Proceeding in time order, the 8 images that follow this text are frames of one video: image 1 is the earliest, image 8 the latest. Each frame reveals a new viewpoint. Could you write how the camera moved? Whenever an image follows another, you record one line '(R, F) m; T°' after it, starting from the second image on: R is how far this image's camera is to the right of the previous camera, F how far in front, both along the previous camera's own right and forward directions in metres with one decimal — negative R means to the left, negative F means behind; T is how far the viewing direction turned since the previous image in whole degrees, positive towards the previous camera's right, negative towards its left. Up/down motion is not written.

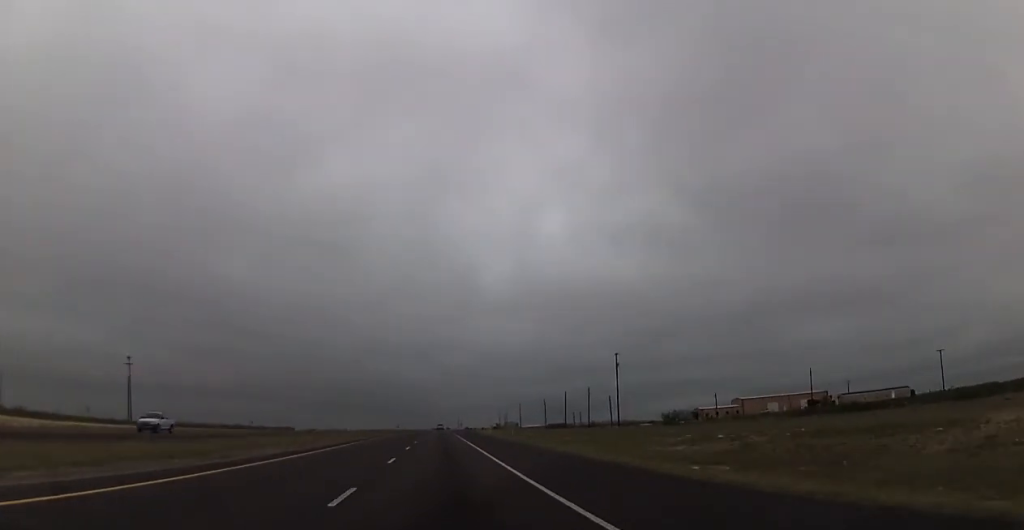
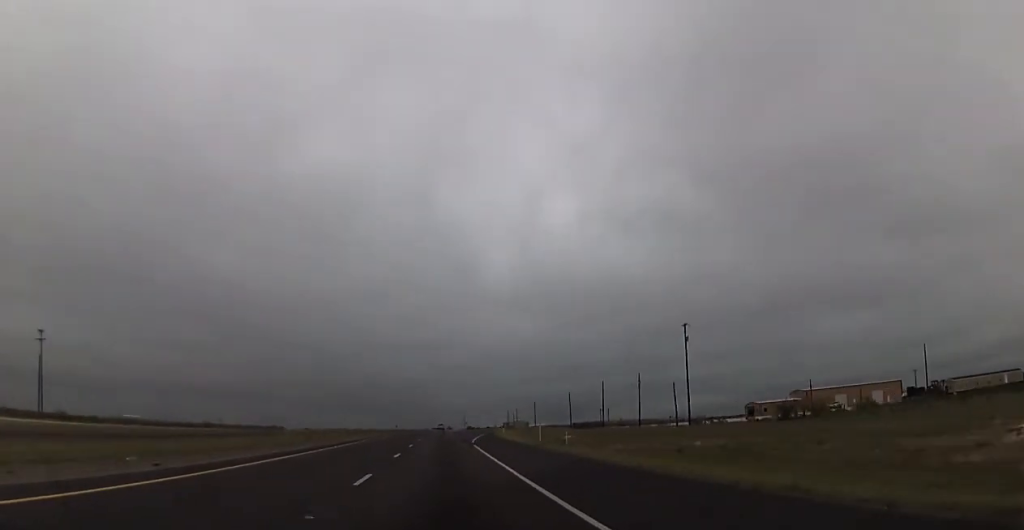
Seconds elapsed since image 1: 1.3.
(+0.1, +44.9) m; 0°
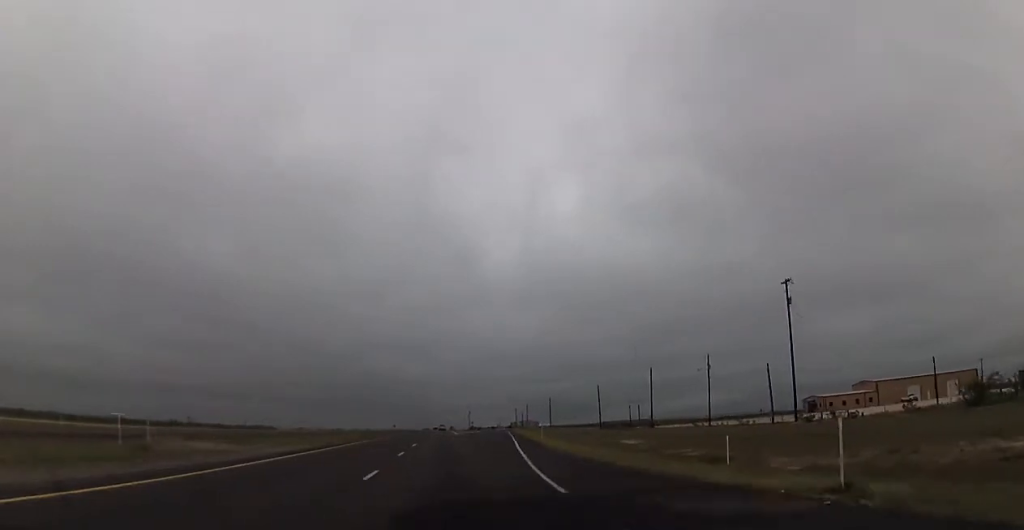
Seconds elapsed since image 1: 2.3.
(-0.2, +35.4) m; 0°
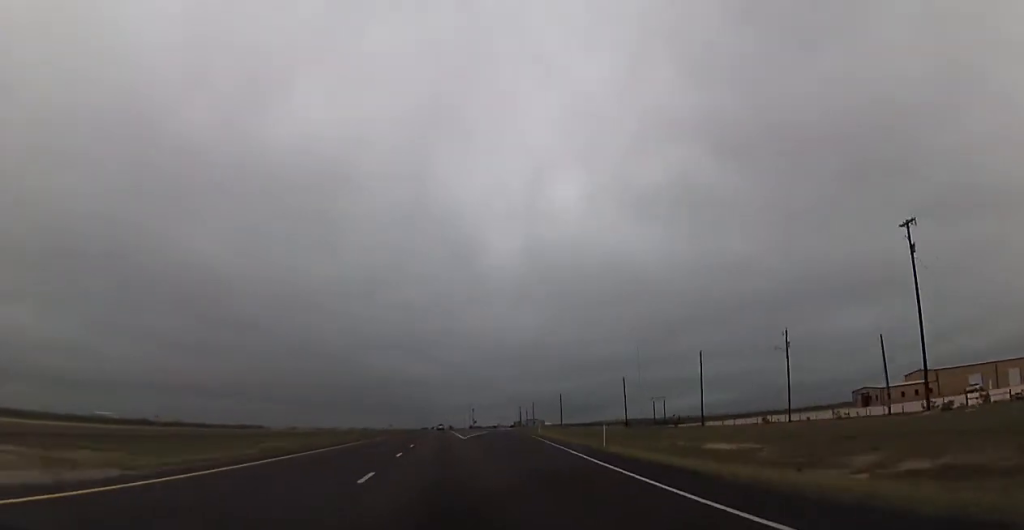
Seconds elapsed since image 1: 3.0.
(-0.1, +24.8) m; 0°
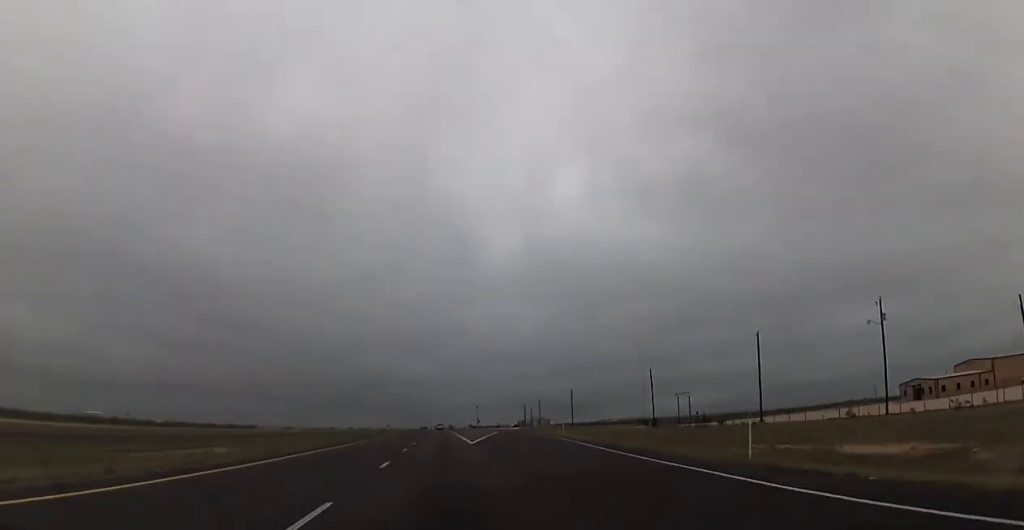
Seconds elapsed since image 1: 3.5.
(+0.2, +18.9) m; 0°
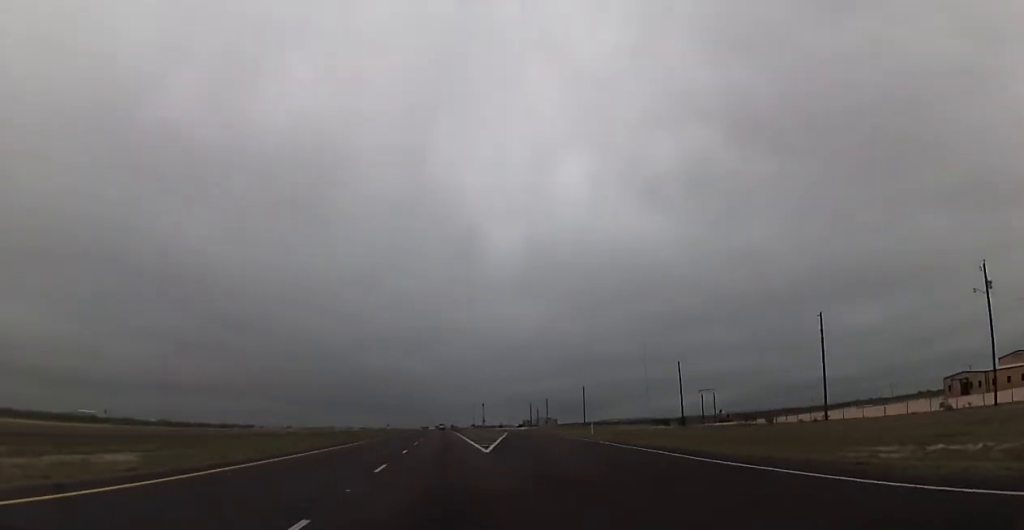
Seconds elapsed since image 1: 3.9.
(0.0, +14.2) m; 0°
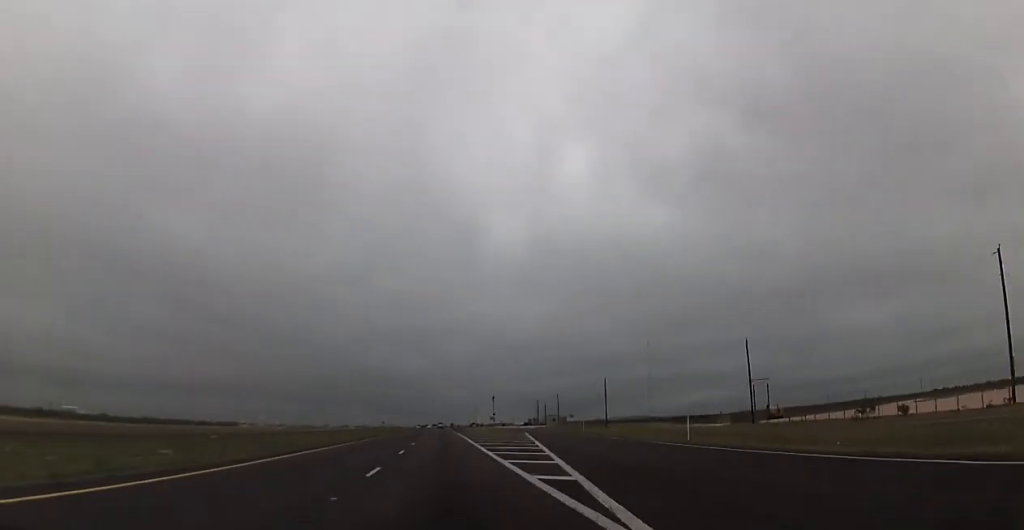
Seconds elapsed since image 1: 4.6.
(-0.2, +26.1) m; 0°
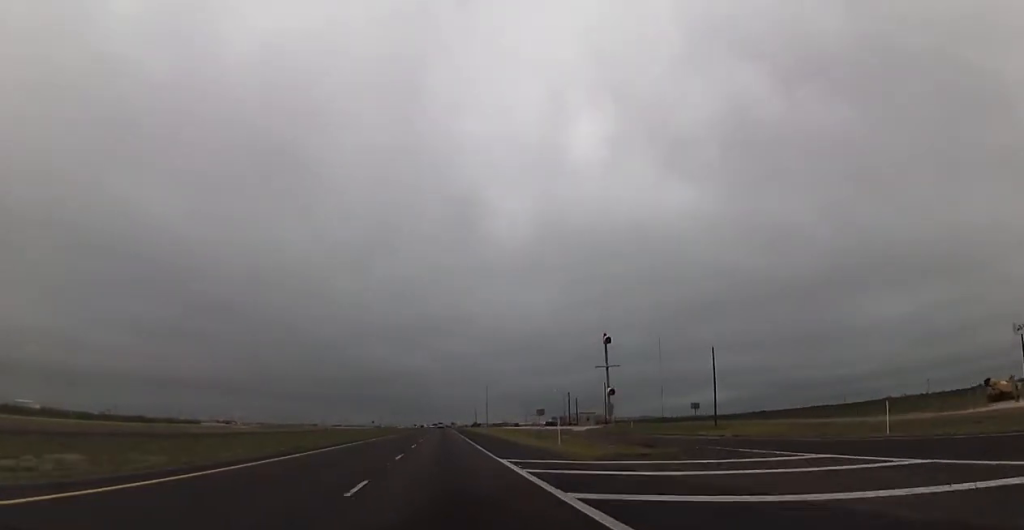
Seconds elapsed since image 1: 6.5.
(-0.3, +65.0) m; 0°
